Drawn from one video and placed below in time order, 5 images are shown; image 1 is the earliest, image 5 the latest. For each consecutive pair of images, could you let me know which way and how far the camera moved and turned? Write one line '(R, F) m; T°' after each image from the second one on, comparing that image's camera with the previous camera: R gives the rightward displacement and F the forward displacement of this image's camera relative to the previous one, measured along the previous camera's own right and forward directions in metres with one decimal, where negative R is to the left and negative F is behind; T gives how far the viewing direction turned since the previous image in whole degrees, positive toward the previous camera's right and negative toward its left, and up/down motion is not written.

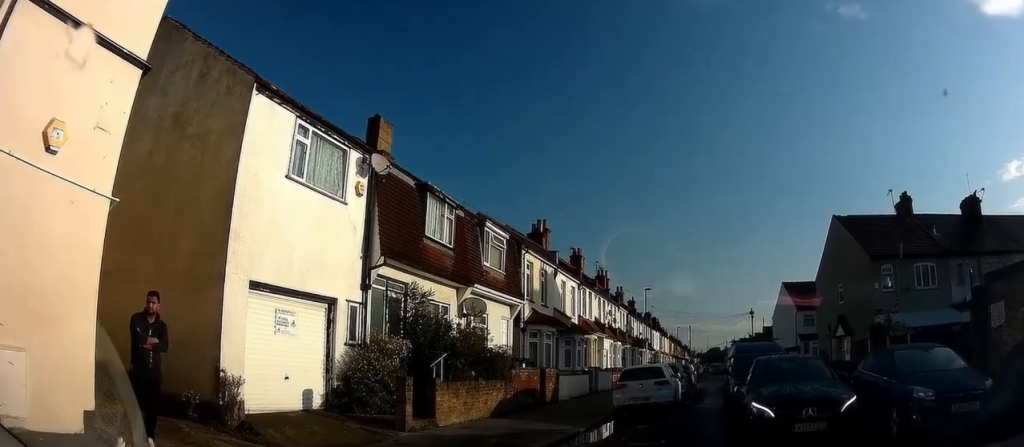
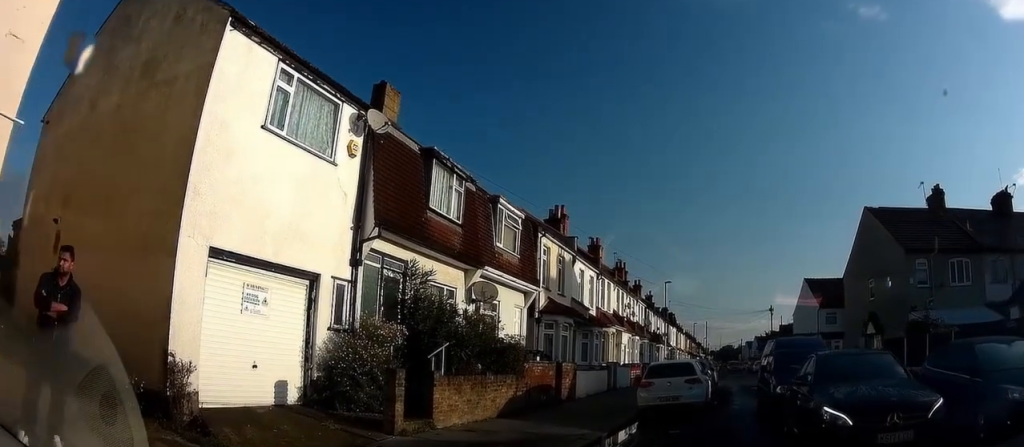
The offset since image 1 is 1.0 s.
(+0.2, +1.6) m; +7°
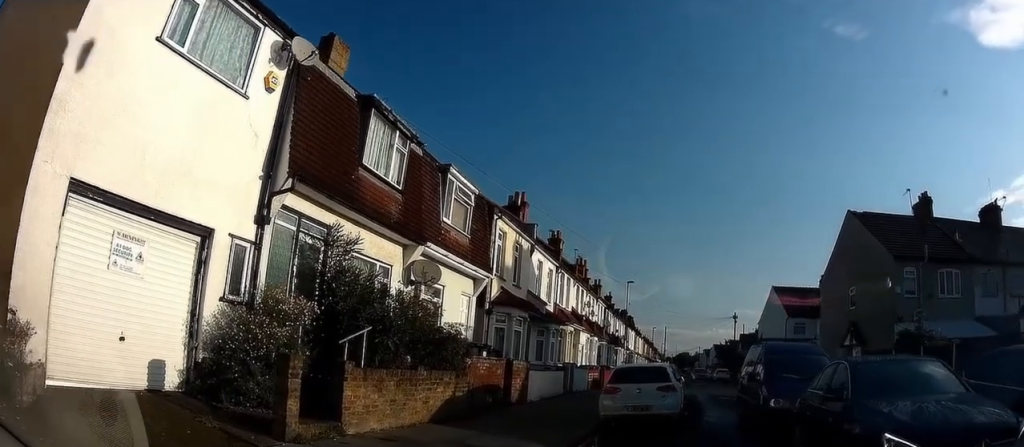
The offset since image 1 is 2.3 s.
(0.0, +2.3) m; -1°
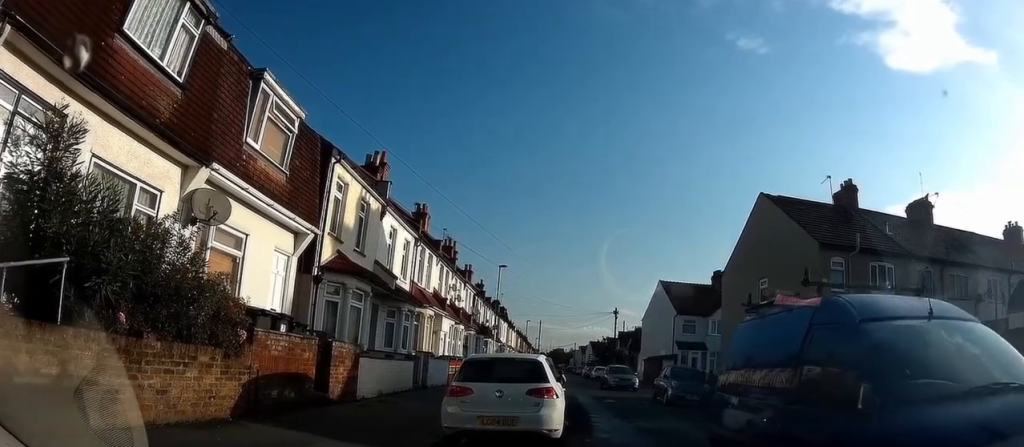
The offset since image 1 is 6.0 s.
(+0.3, +4.2) m; +7°
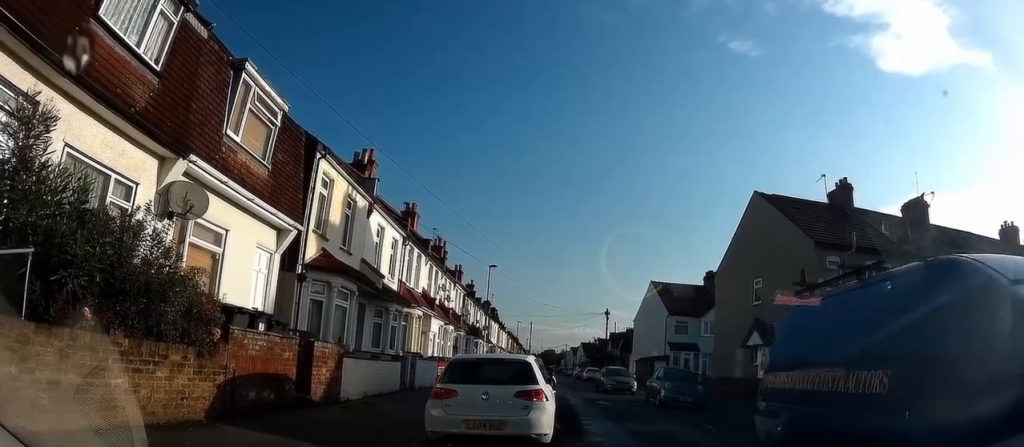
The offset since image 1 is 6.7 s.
(+0.1, +0.2) m; 0°
